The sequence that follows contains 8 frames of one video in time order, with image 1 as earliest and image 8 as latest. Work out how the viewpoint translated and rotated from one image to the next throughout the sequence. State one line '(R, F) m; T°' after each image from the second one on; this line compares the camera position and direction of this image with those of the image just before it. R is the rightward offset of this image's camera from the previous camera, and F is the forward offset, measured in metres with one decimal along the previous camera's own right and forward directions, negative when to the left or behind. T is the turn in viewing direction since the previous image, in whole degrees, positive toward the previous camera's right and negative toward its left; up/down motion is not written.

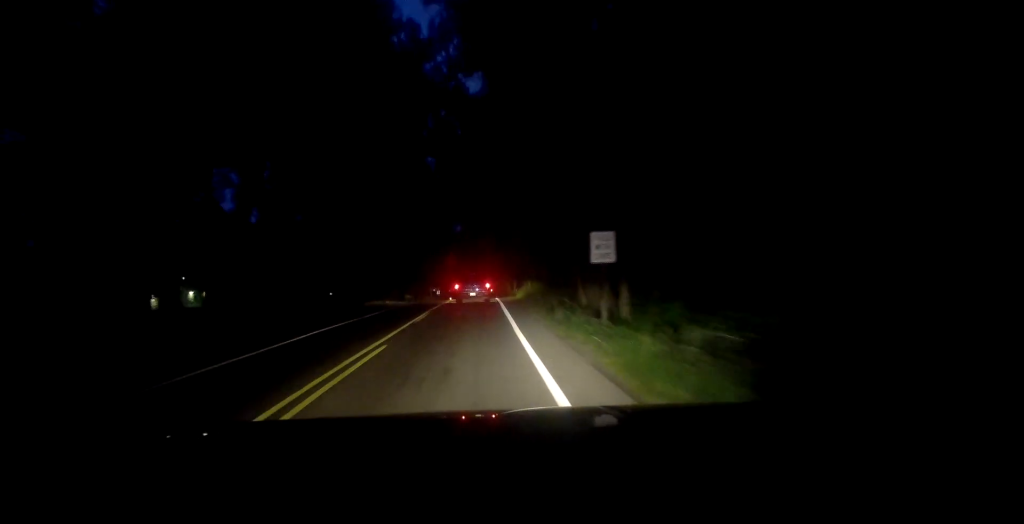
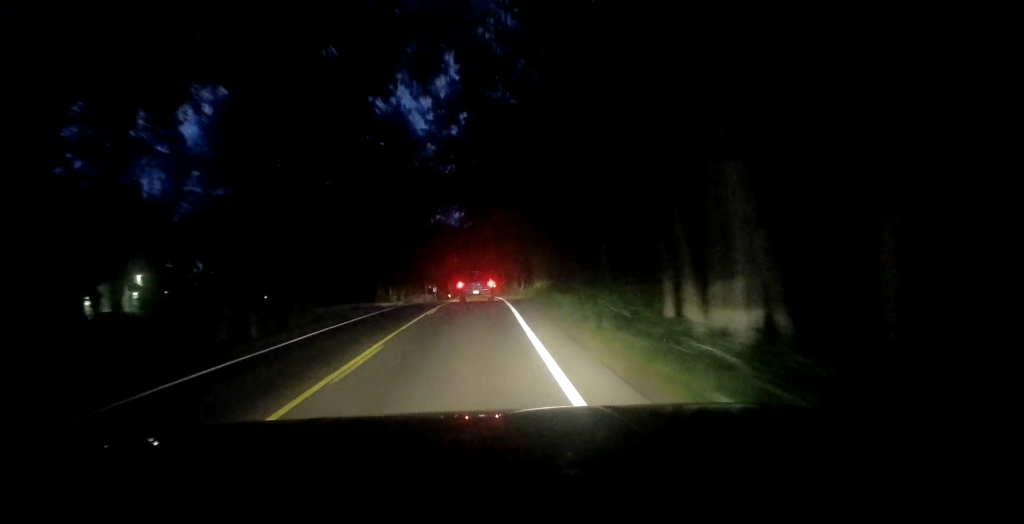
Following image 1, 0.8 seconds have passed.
(-0.3, +13.5) m; -2°
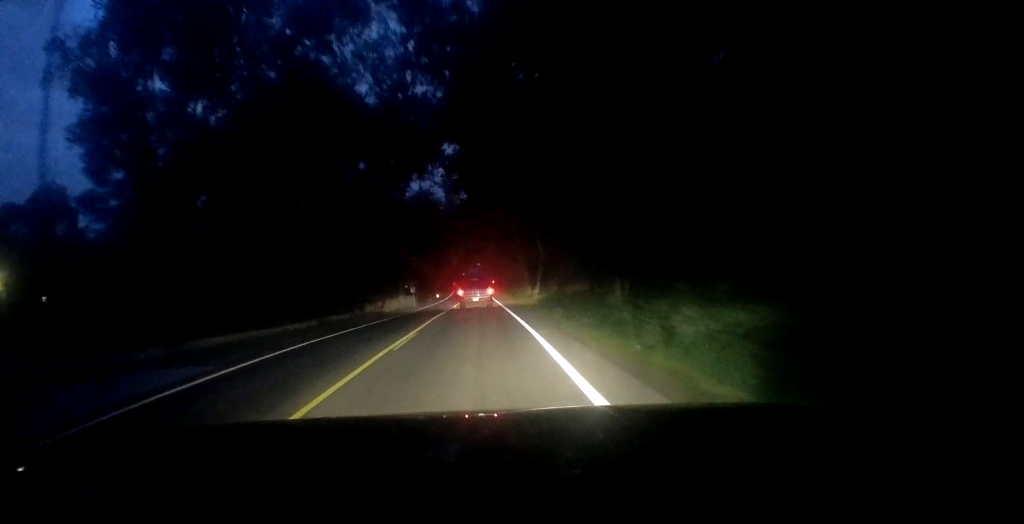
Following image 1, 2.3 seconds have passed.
(-0.2, +26.1) m; +1°
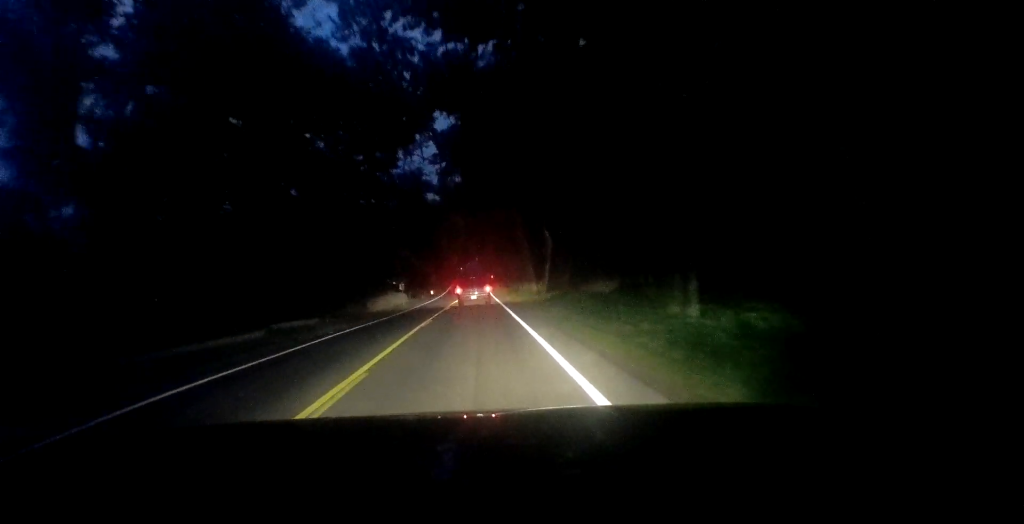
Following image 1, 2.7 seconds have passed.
(+0.5, +8.0) m; 0°
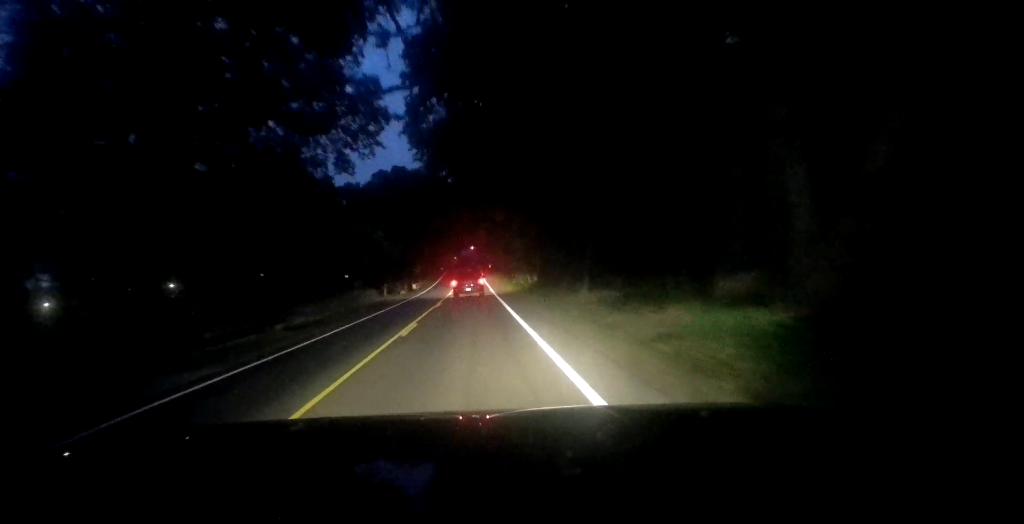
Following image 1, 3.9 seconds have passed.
(-0.9, +19.3) m; -2°
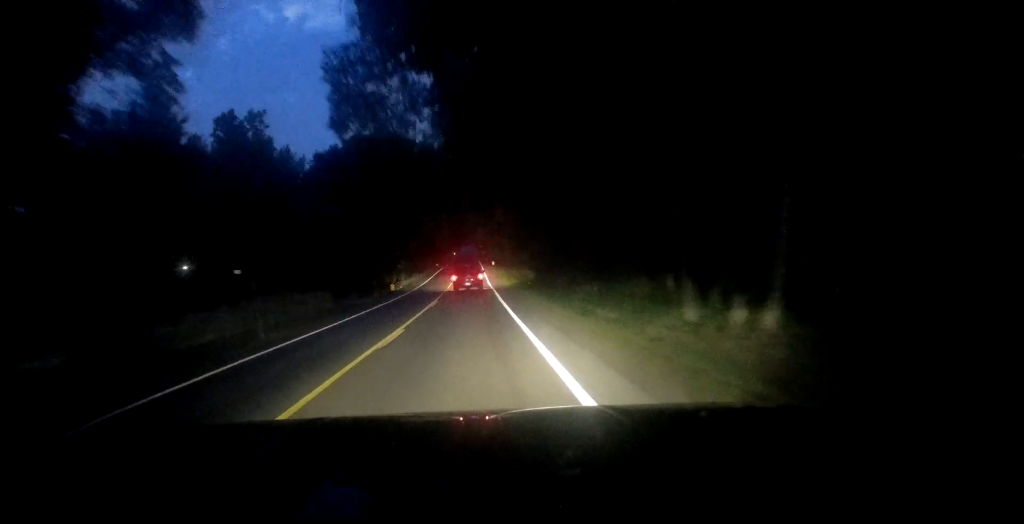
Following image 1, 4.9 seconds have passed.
(+0.3, +17.6) m; +1°
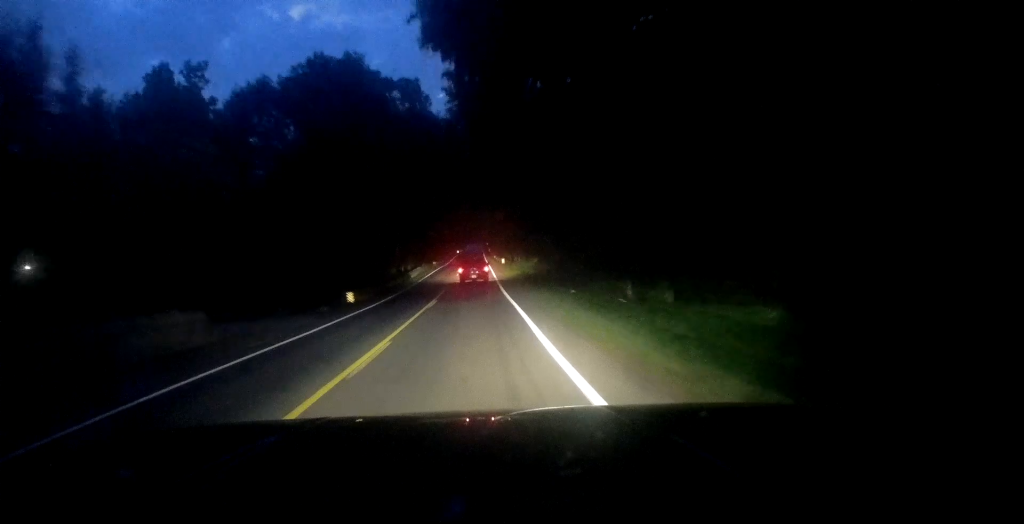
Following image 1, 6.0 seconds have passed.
(-0.2, +18.3) m; 0°
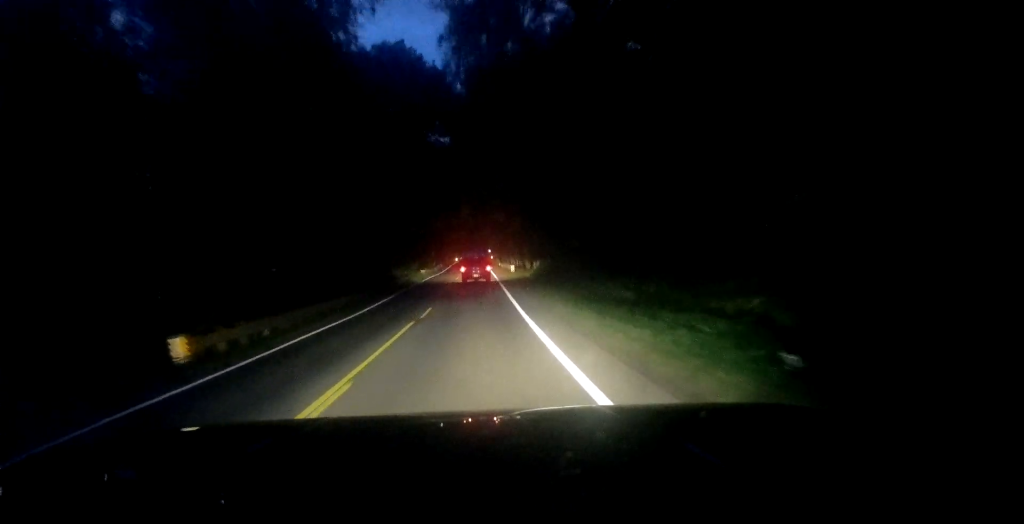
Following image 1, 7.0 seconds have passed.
(+0.2, +19.2) m; +1°
